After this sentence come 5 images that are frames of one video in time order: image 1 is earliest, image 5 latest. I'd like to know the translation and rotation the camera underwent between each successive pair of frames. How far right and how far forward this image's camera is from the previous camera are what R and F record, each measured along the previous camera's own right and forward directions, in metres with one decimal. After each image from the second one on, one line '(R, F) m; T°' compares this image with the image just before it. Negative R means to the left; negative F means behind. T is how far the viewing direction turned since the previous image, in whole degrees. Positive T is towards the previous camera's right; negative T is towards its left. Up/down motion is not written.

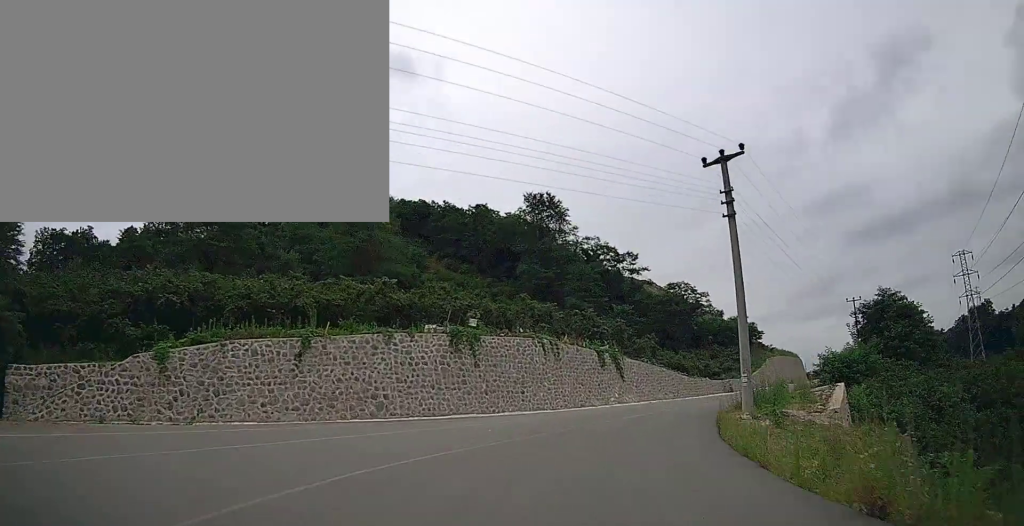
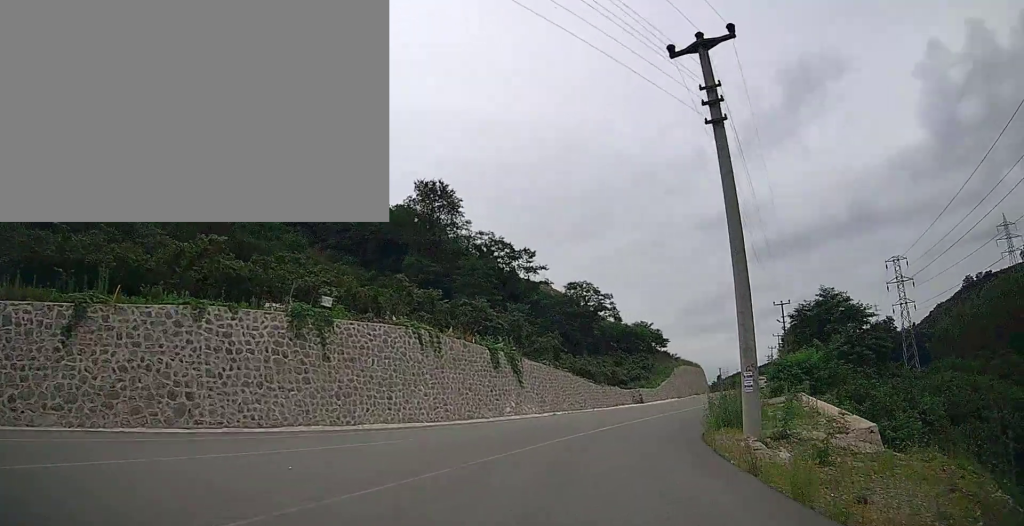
(+0.7, +9.5) m; +11°
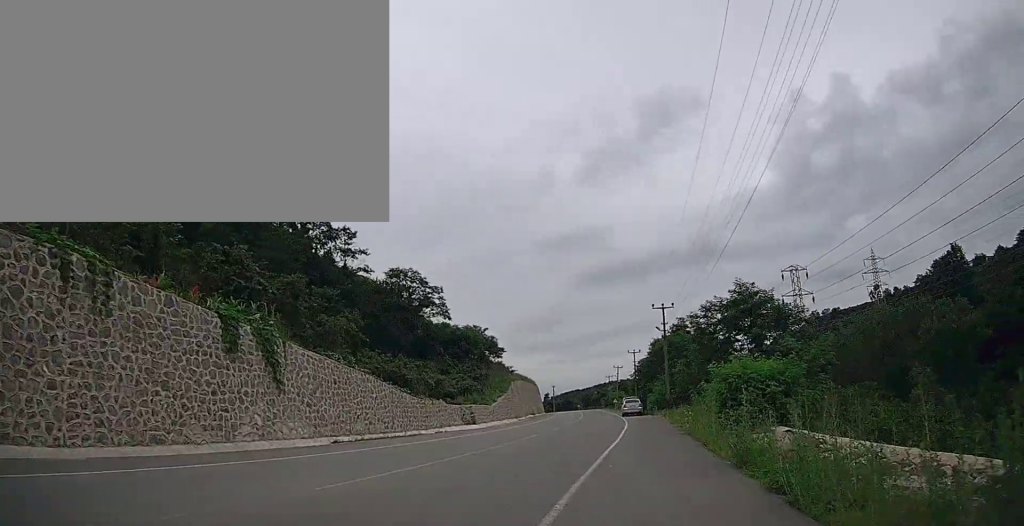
(+2.9, +15.8) m; +18°
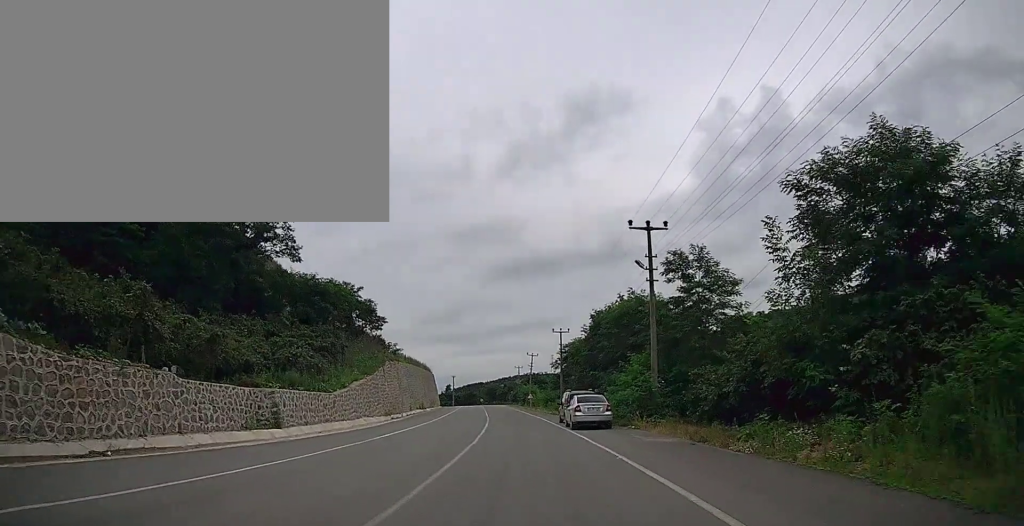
(+4.0, +23.9) m; +13°
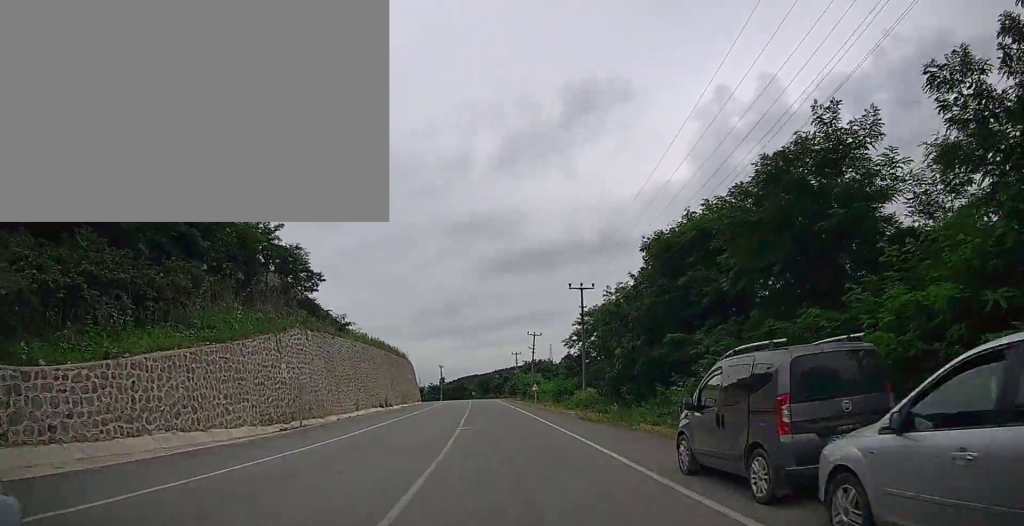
(+0.2, +23.6) m; +2°
